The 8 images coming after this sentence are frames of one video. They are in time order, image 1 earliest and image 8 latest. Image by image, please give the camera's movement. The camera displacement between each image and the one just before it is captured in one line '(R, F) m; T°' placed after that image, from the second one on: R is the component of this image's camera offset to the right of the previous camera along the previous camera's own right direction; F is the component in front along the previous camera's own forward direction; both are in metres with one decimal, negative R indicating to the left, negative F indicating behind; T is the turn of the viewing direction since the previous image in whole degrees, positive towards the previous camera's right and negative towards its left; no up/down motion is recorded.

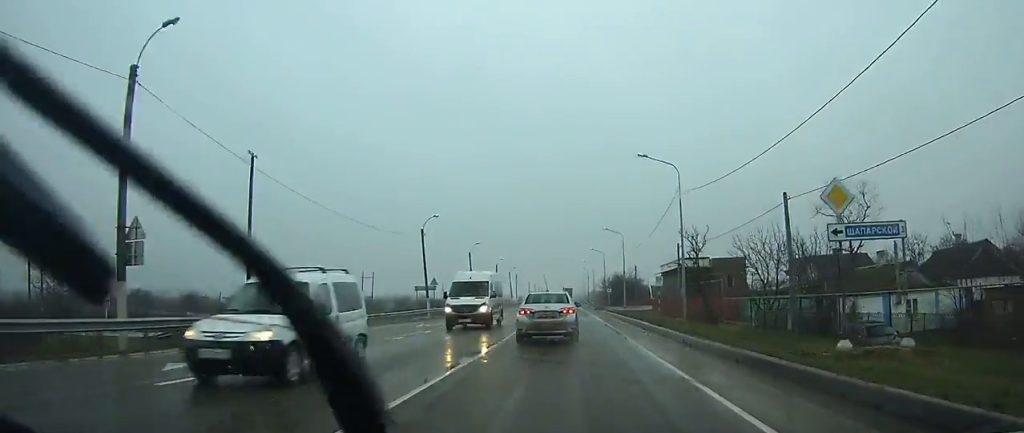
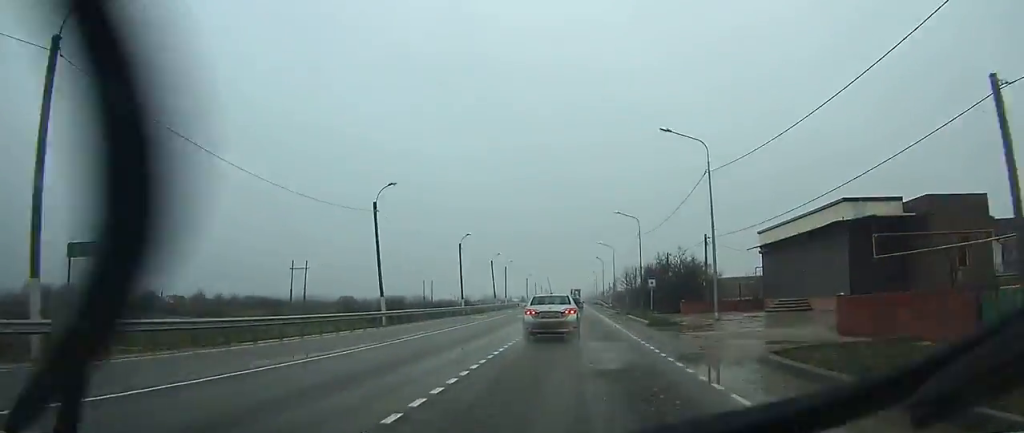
(-0.3, +44.3) m; -1°
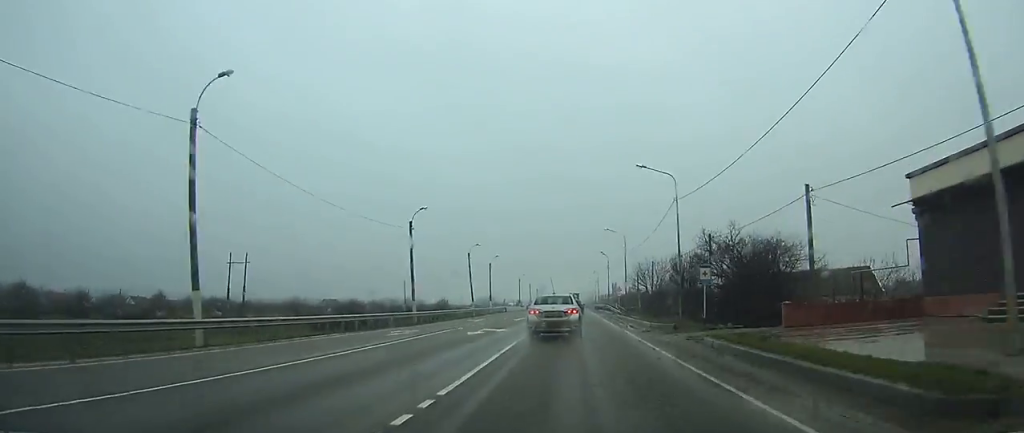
(-0.1, +21.4) m; 0°
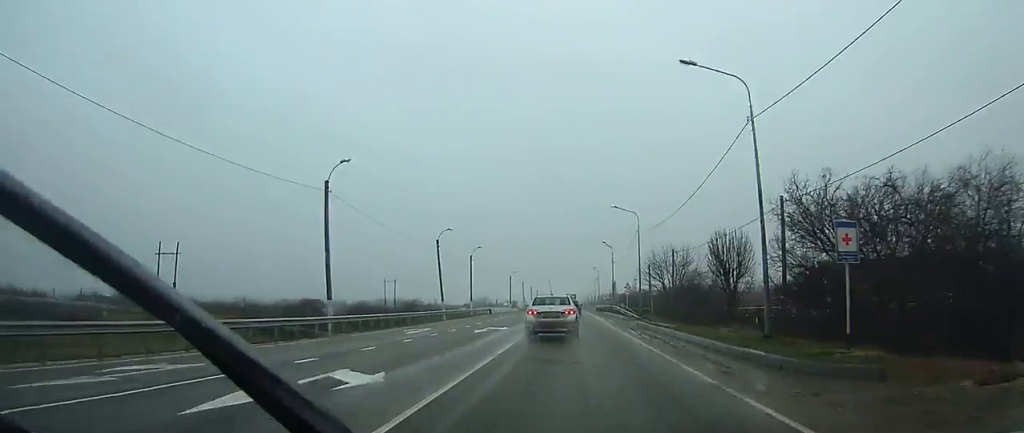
(+0.1, +17.0) m; 0°
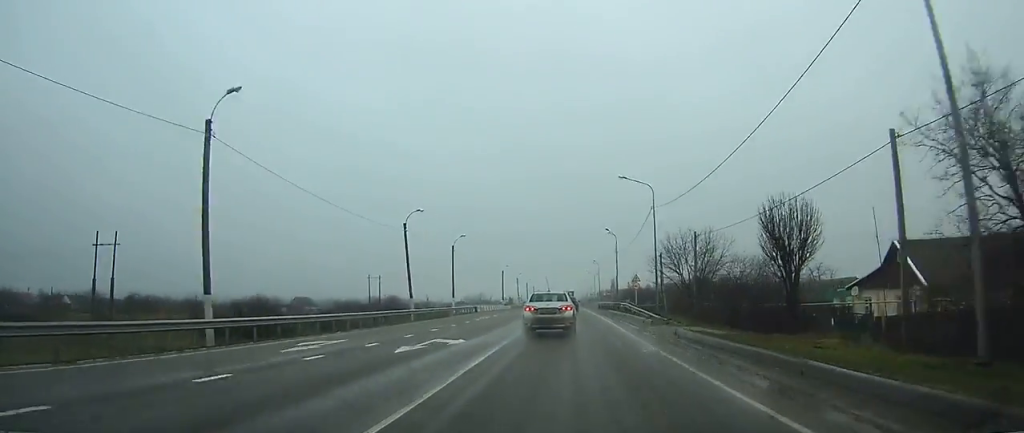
(0.0, +11.4) m; 0°
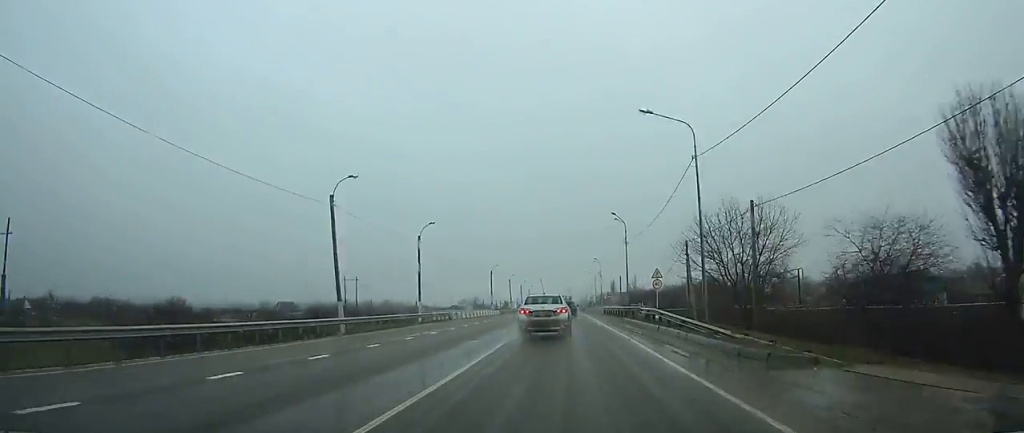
(-0.1, +15.2) m; 0°
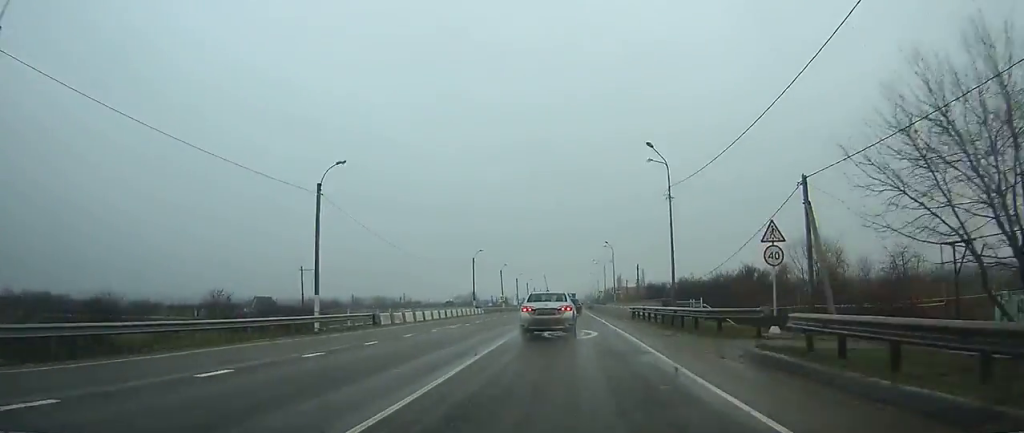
(0.0, +23.7) m; 0°
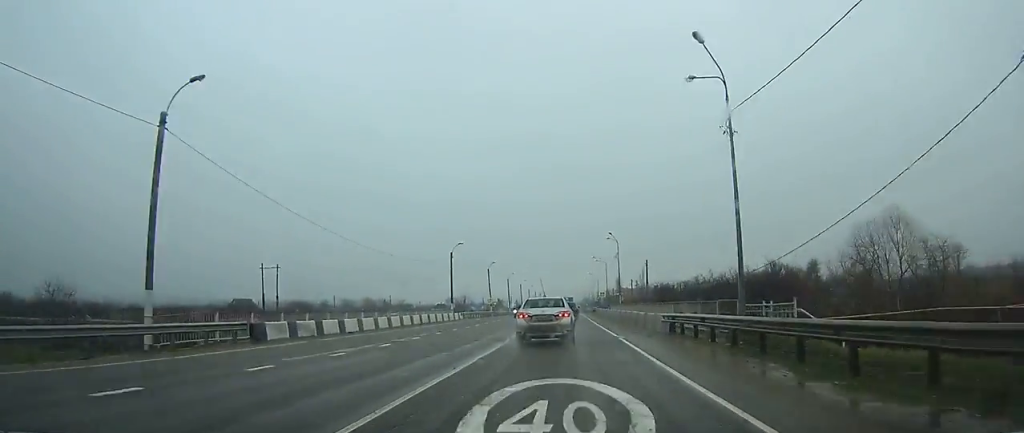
(0.0, +14.1) m; 0°
